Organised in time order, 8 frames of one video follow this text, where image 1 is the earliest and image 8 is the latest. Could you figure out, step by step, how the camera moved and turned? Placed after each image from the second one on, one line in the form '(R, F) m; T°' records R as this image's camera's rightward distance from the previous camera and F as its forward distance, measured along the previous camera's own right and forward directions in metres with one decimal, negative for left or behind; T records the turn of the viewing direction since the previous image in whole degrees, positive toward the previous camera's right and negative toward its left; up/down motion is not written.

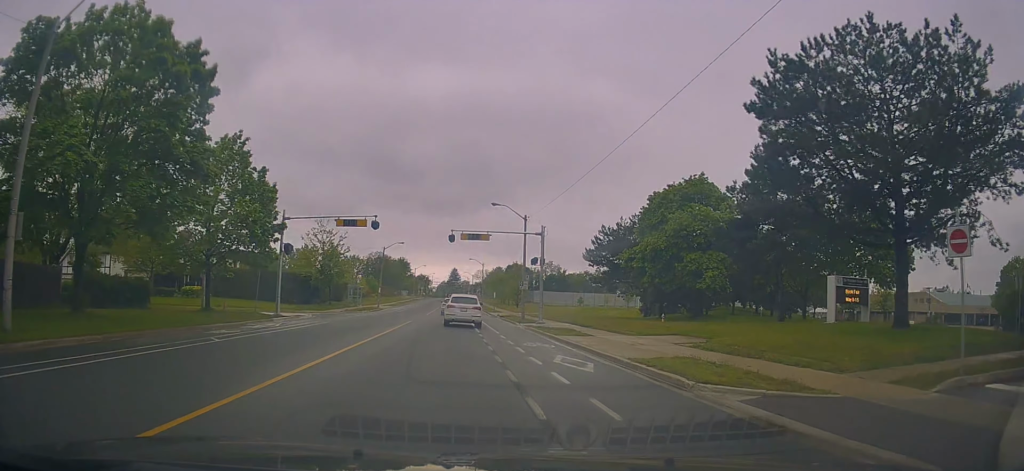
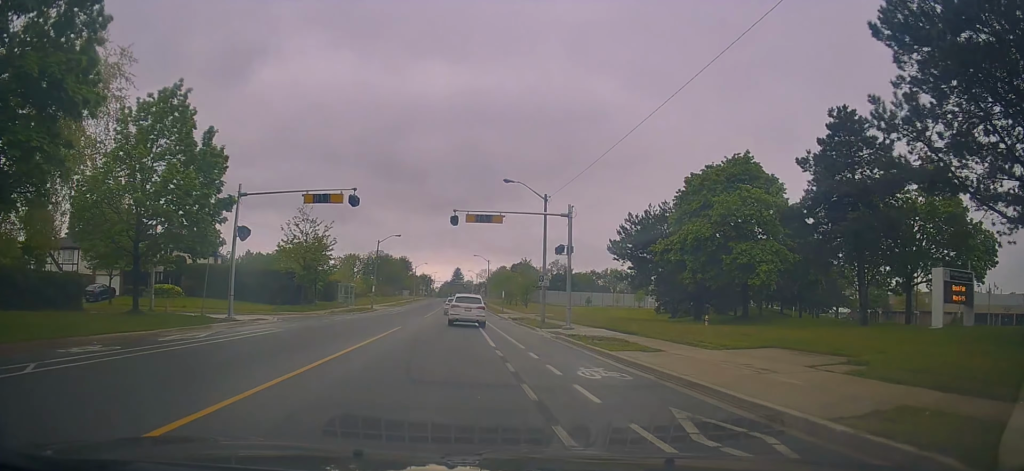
(-0.2, +8.0) m; 0°
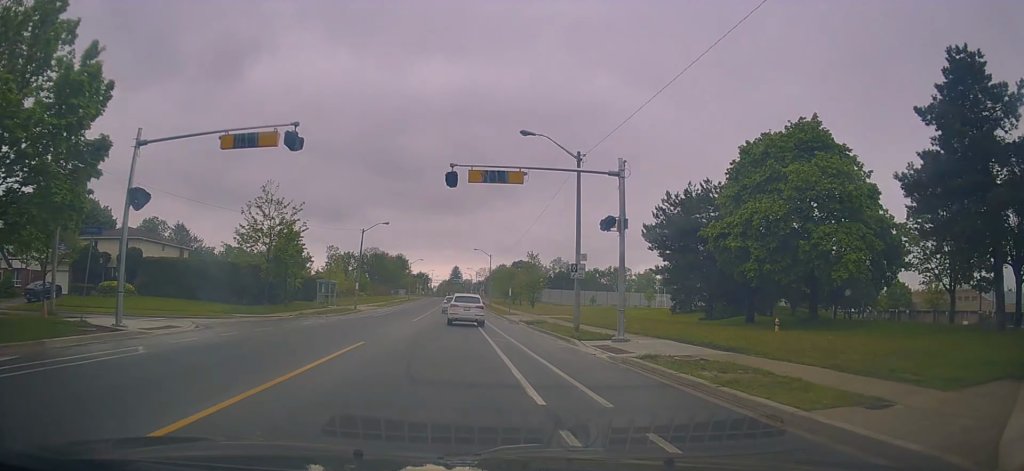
(+0.1, +9.5) m; +1°
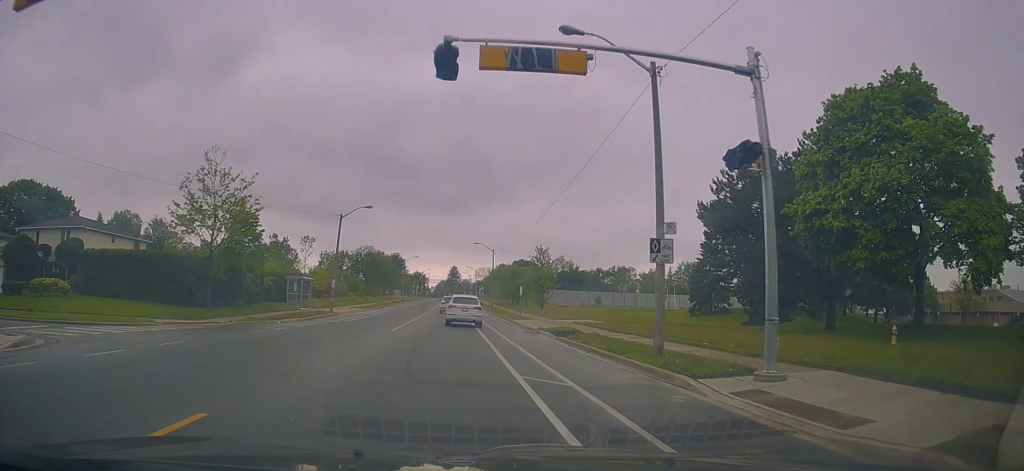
(+0.1, +9.6) m; +1°
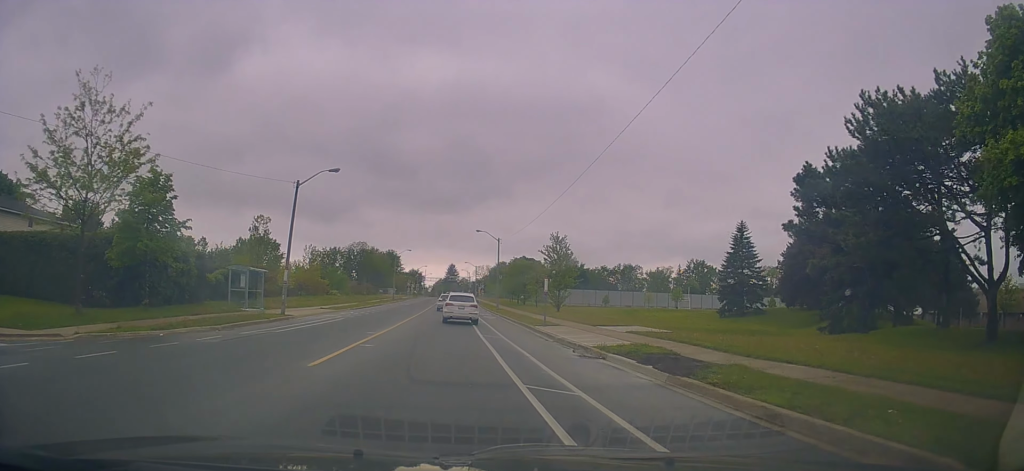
(0.0, +12.4) m; 0°
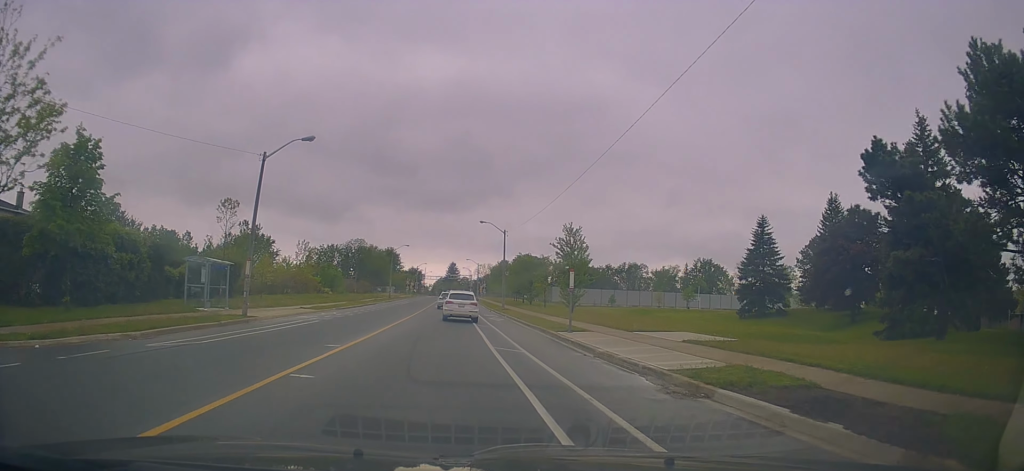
(0.0, +5.9) m; 0°
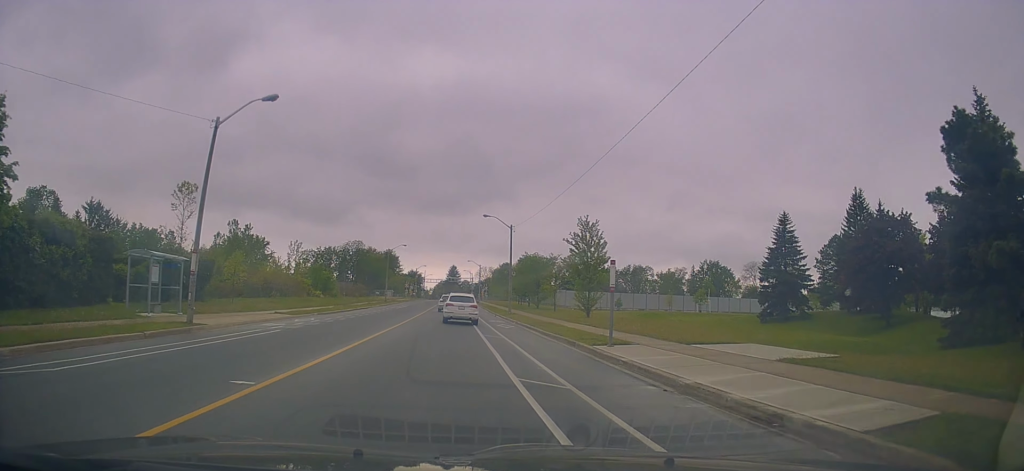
(0.0, +5.8) m; 0°
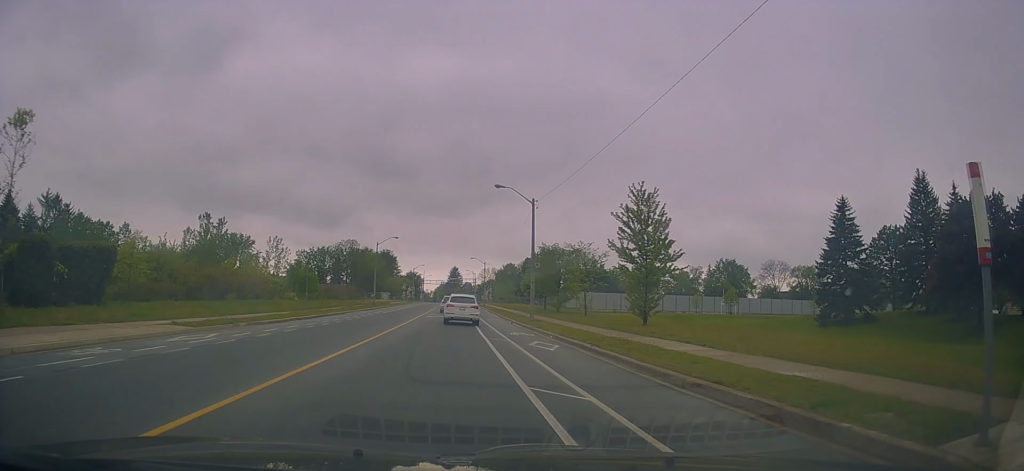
(+0.1, +13.3) m; -1°
